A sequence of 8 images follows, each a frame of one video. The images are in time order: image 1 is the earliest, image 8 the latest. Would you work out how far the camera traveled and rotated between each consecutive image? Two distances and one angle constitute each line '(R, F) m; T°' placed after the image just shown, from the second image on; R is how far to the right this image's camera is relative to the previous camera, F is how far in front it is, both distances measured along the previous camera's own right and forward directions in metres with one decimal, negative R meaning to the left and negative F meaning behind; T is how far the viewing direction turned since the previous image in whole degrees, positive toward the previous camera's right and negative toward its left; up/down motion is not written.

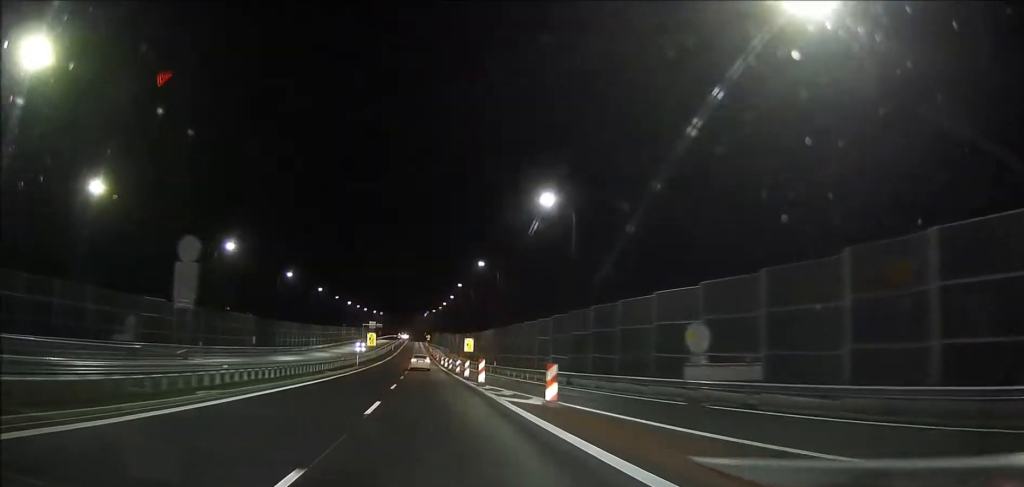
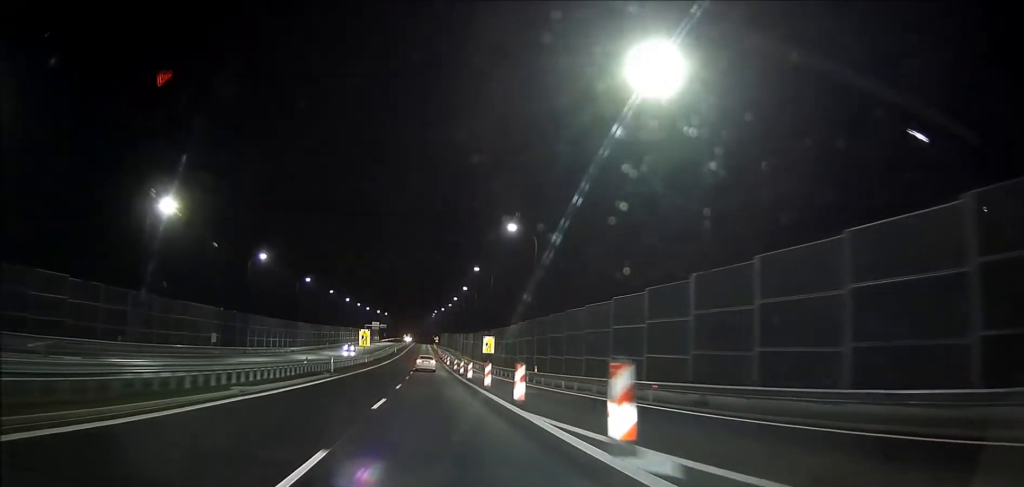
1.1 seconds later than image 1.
(-0.4, +22.7) m; -2°
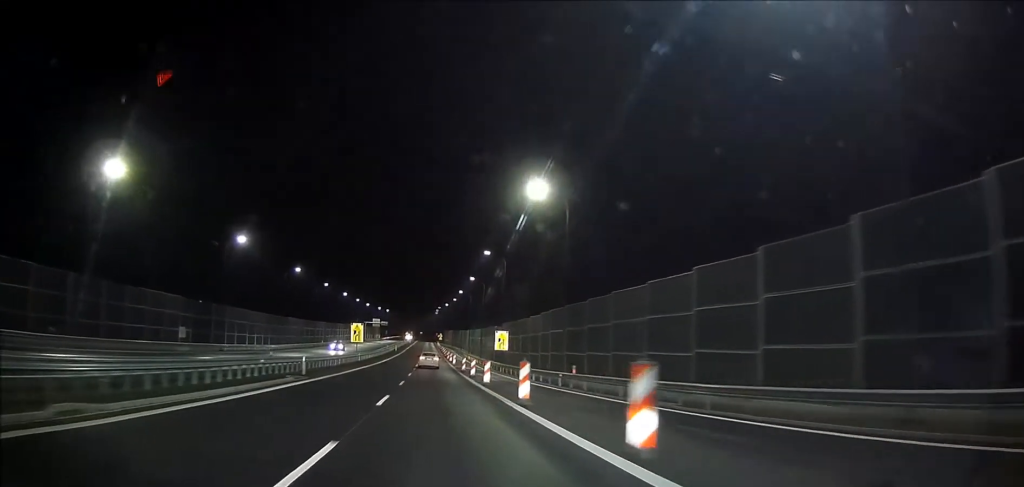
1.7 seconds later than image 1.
(-0.2, +11.8) m; -1°
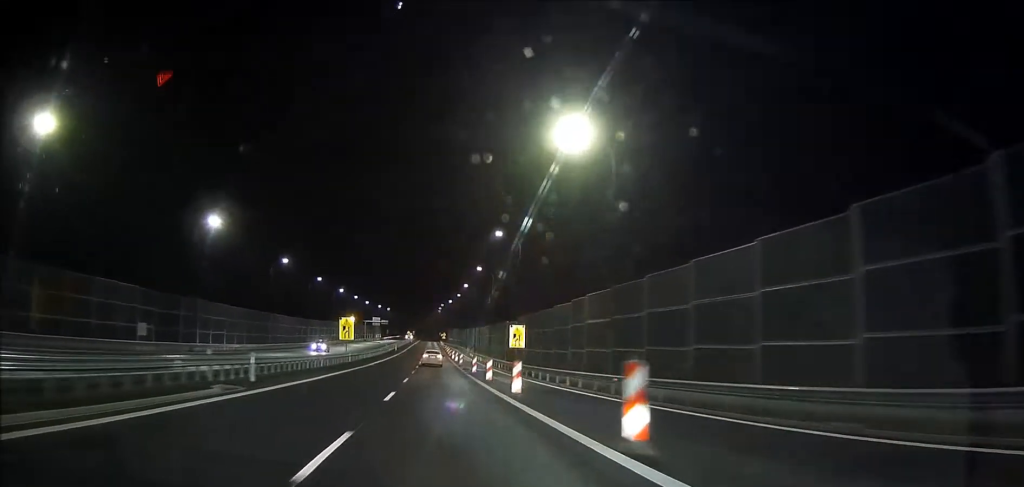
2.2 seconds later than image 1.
(0.0, +11.1) m; 0°
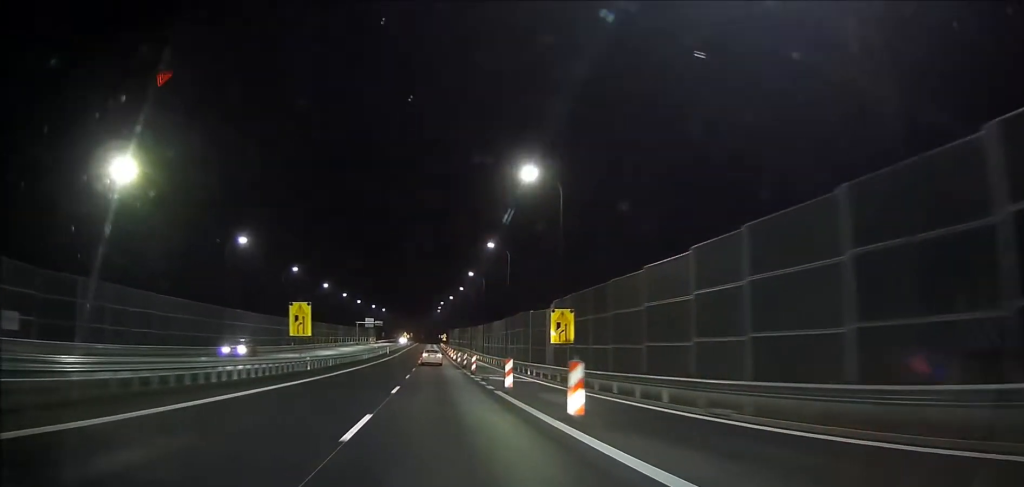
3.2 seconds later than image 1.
(0.0, +21.3) m; 0°
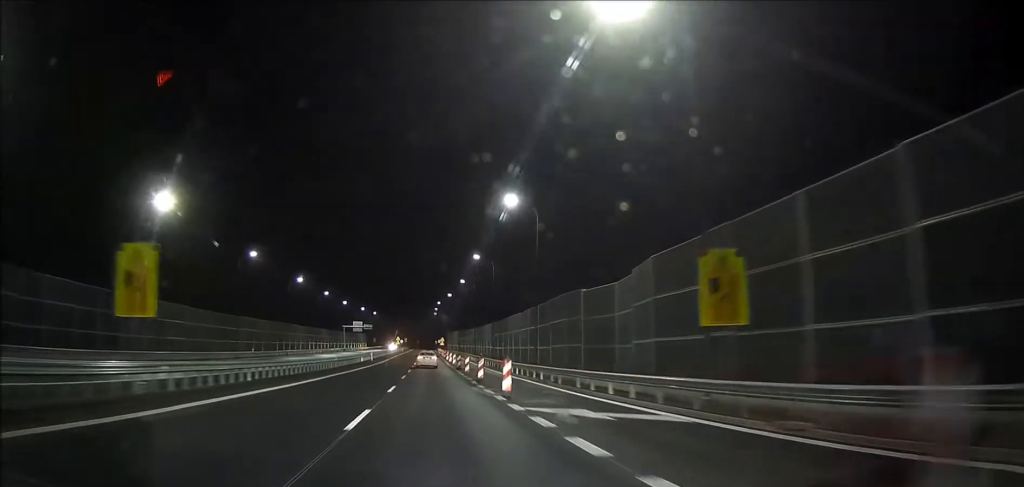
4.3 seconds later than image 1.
(0.0, +22.2) m; 0°
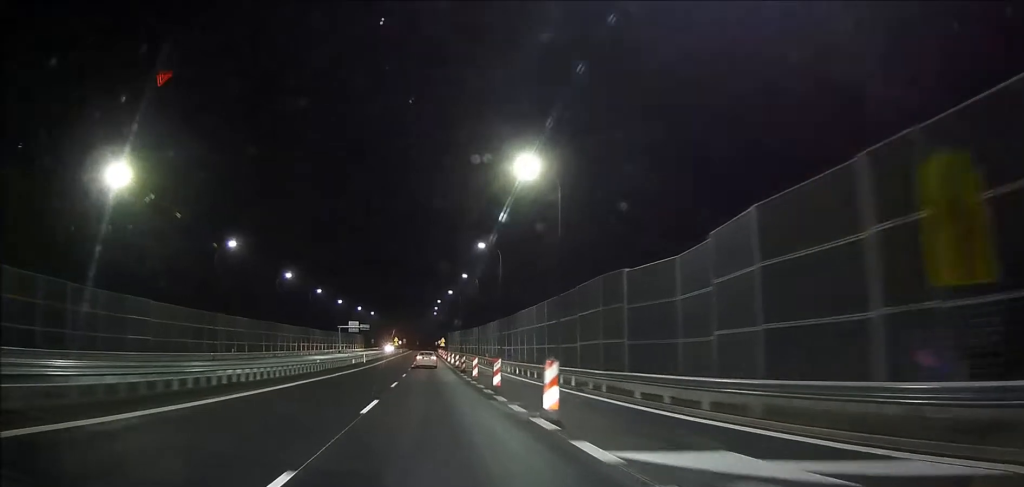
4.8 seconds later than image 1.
(0.0, +8.6) m; 0°
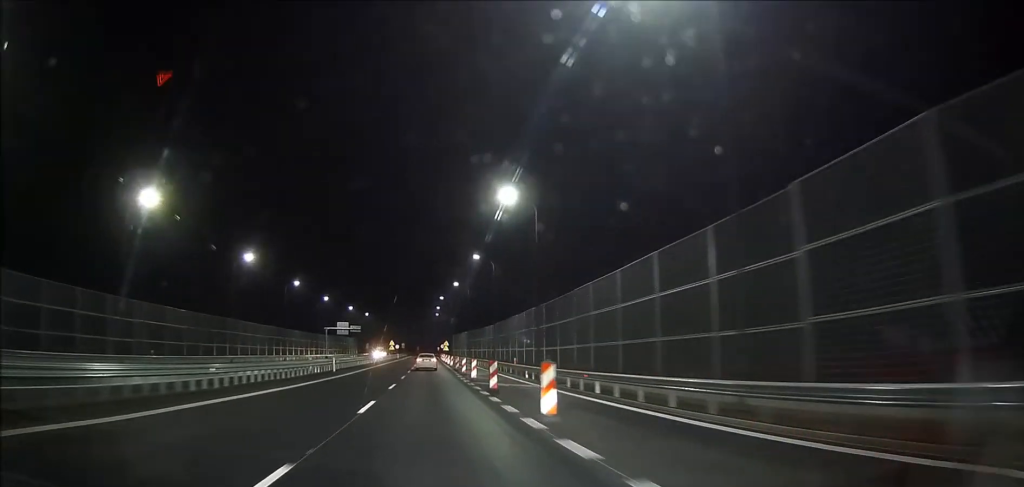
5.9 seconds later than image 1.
(+0.1, +22.4) m; 0°
